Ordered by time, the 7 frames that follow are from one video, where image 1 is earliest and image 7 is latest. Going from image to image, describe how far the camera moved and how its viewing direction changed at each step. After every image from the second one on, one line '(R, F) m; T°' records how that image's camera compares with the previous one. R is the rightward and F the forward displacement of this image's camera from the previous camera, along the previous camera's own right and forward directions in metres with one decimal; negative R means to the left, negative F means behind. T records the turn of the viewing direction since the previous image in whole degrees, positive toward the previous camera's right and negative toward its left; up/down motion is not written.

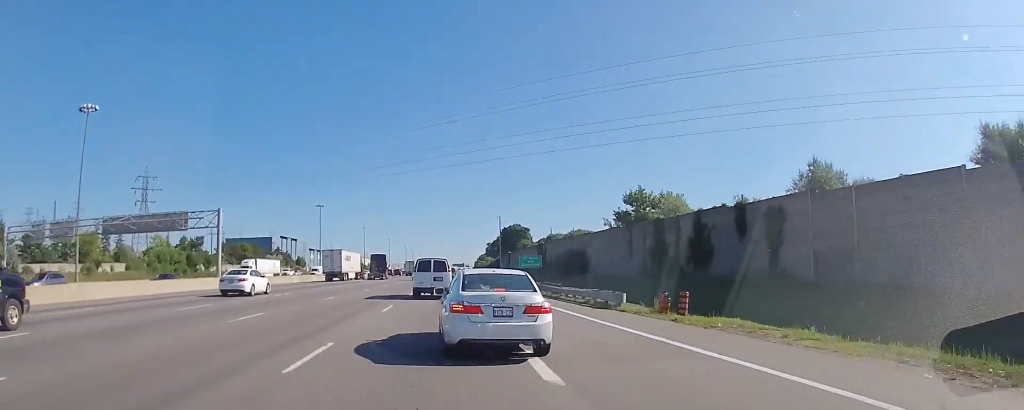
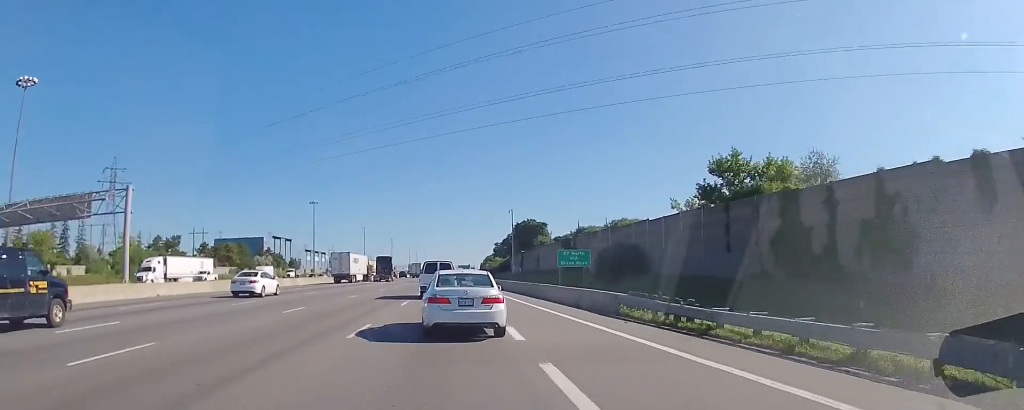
(+0.2, +20.6) m; 0°
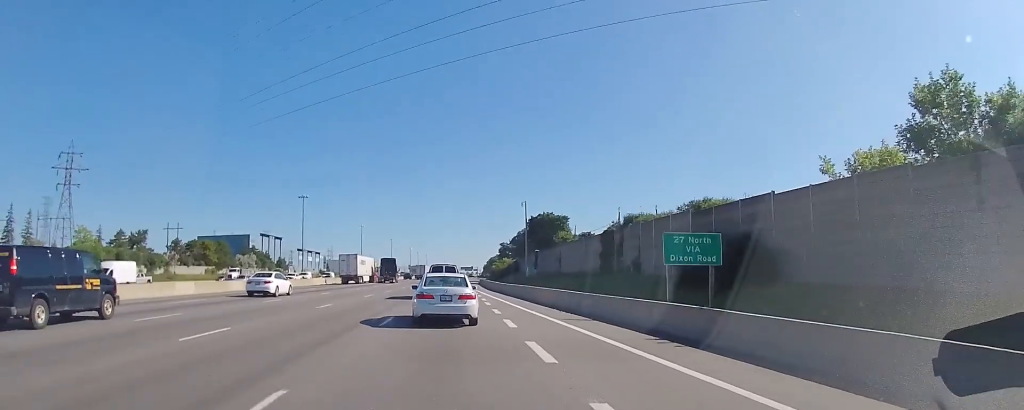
(-0.1, +21.6) m; 0°
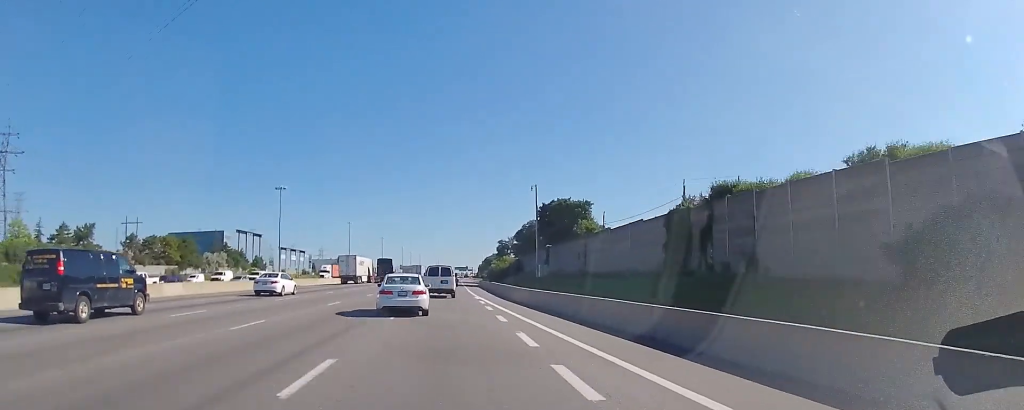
(0.0, +21.8) m; 0°
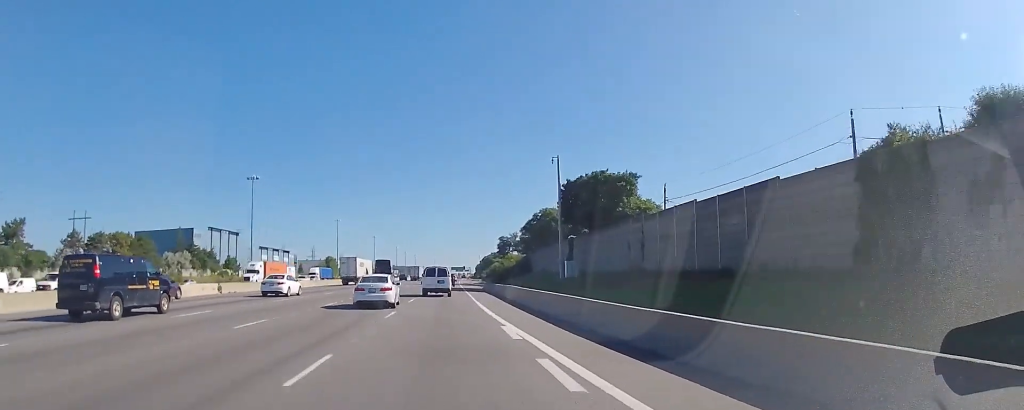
(0.0, +23.2) m; 0°
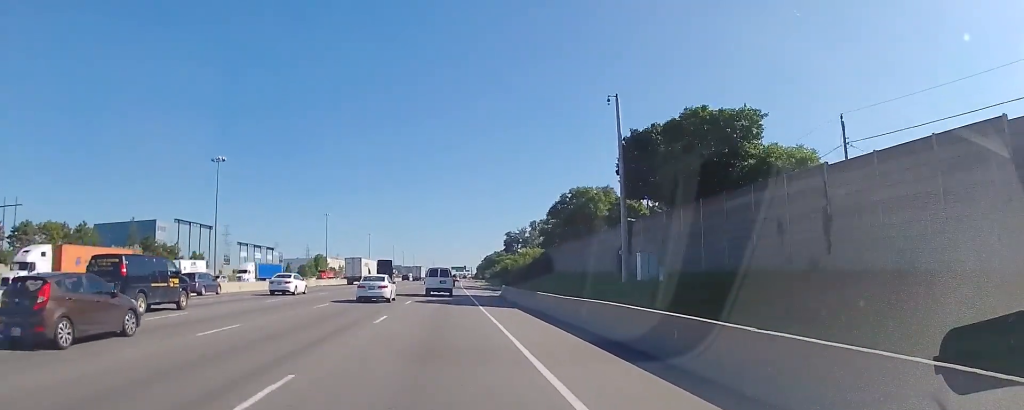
(-0.2, +26.0) m; -1°
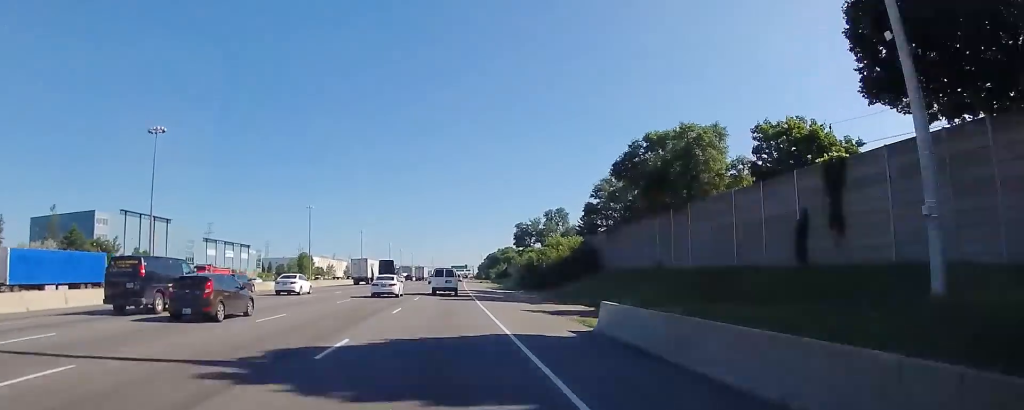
(0.0, +31.5) m; 0°
